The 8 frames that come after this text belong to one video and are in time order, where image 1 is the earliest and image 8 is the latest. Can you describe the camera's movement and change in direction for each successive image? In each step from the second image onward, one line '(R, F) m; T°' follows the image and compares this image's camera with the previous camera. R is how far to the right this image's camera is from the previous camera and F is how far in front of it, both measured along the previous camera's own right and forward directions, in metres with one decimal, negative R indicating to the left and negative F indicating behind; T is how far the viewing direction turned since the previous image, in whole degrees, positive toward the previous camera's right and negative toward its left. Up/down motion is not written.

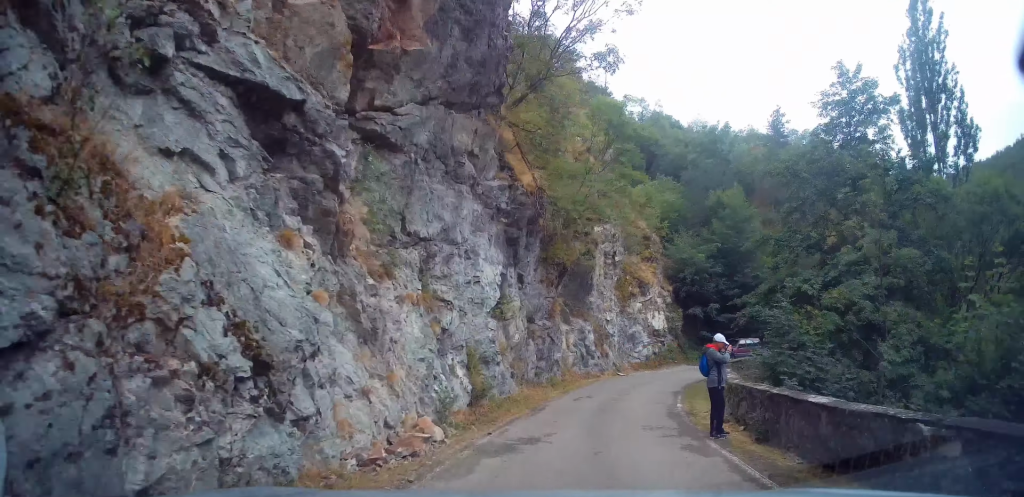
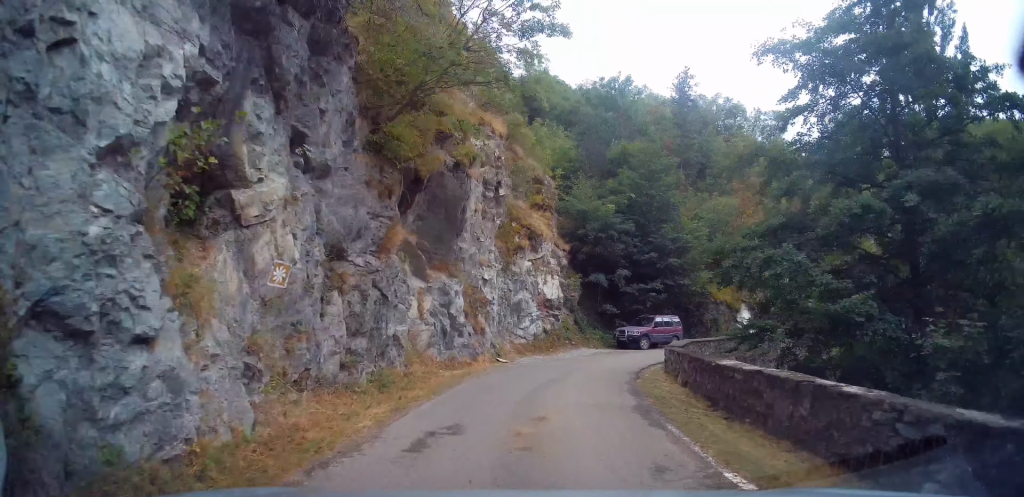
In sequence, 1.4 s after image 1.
(+1.4, +9.1) m; +15°
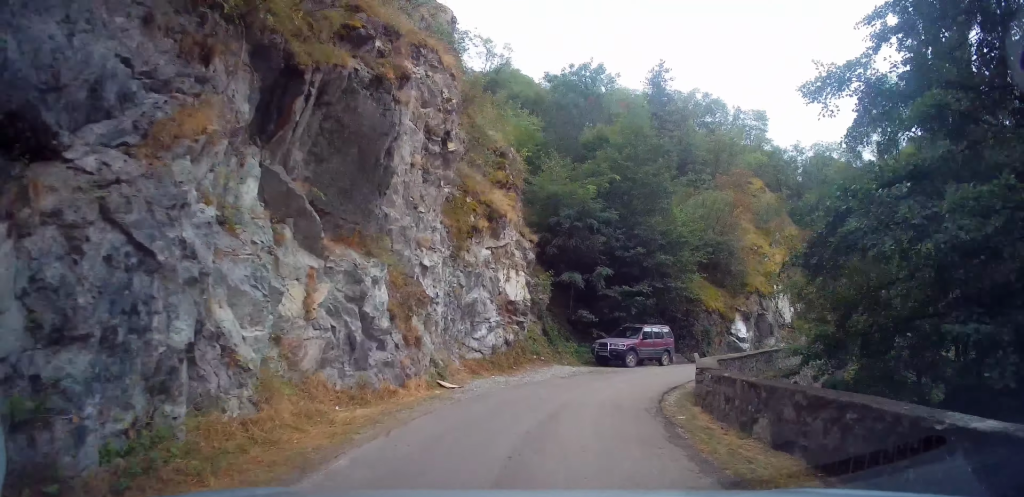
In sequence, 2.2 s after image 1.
(+0.2, +5.4) m; +5°
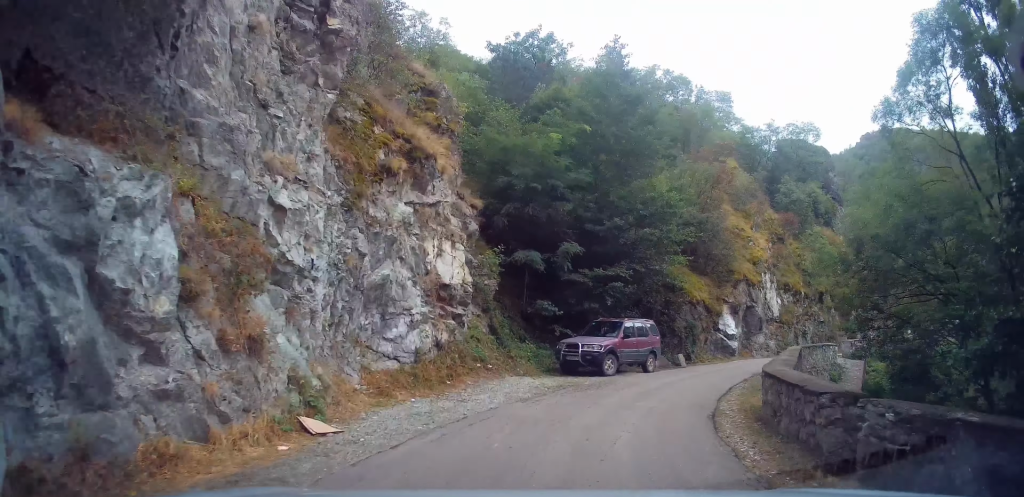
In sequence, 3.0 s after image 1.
(+0.4, +5.7) m; +6°
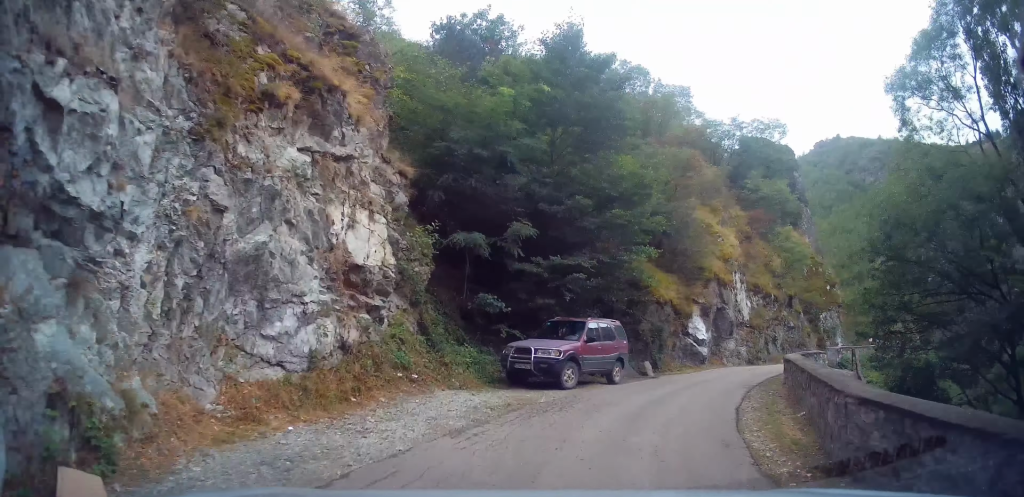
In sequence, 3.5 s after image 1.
(+0.1, +3.3) m; +6°
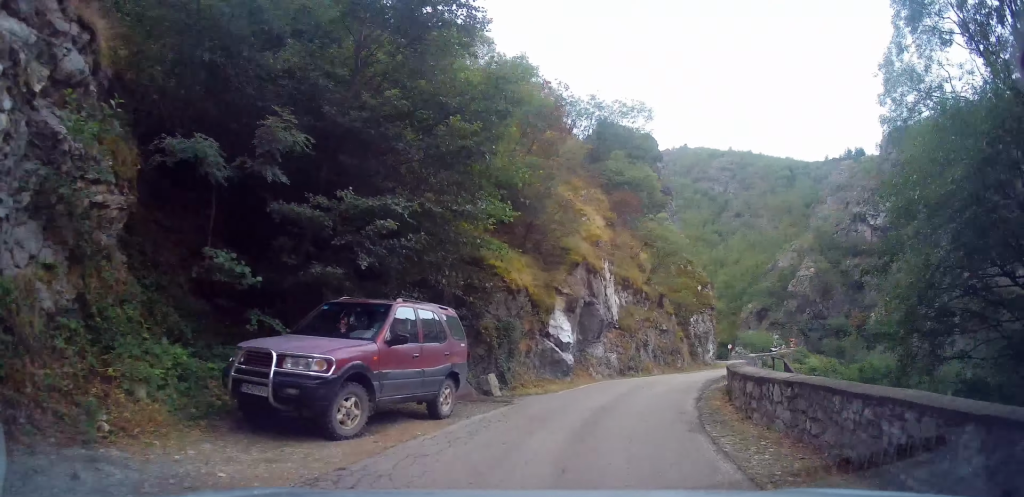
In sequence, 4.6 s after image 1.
(+0.8, +6.7) m; +18°
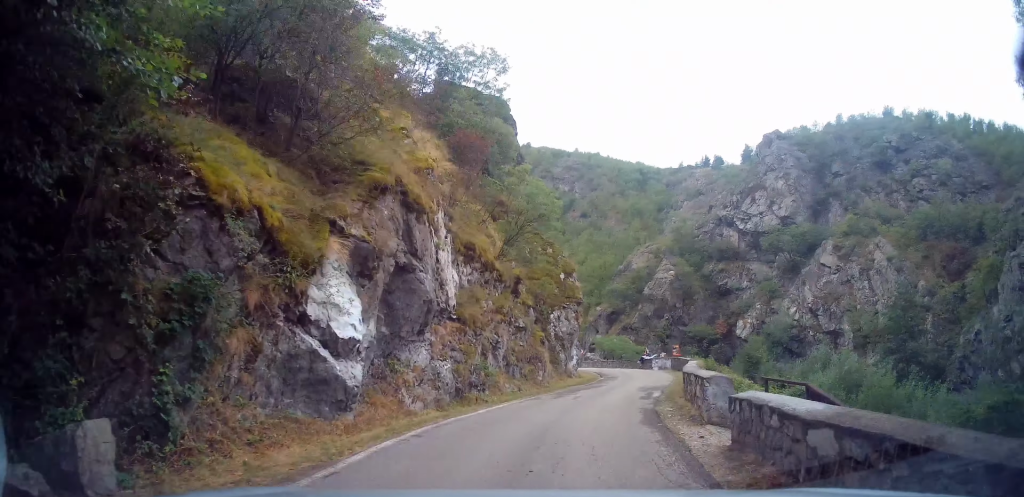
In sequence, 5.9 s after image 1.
(+2.2, +8.9) m; +19°
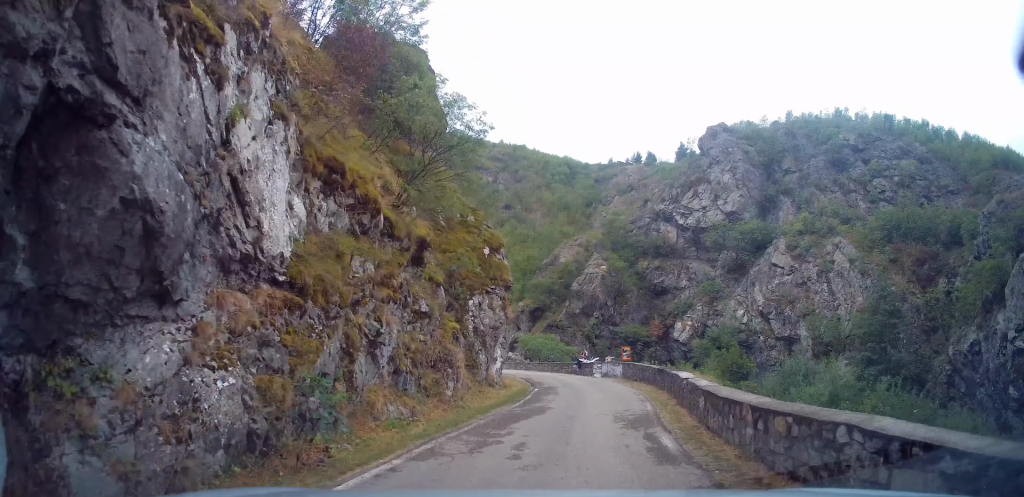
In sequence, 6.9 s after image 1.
(+0.3, +7.2) m; +9°
